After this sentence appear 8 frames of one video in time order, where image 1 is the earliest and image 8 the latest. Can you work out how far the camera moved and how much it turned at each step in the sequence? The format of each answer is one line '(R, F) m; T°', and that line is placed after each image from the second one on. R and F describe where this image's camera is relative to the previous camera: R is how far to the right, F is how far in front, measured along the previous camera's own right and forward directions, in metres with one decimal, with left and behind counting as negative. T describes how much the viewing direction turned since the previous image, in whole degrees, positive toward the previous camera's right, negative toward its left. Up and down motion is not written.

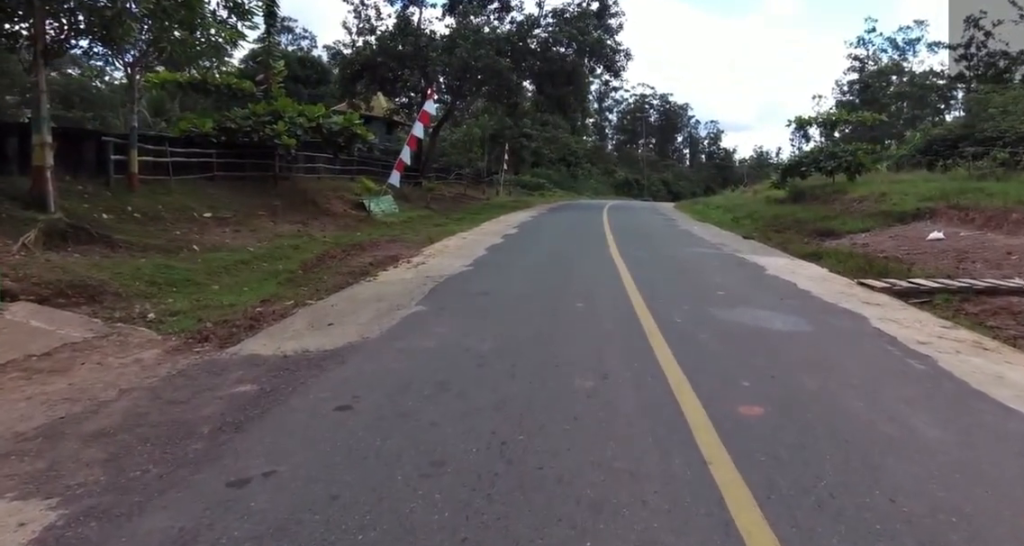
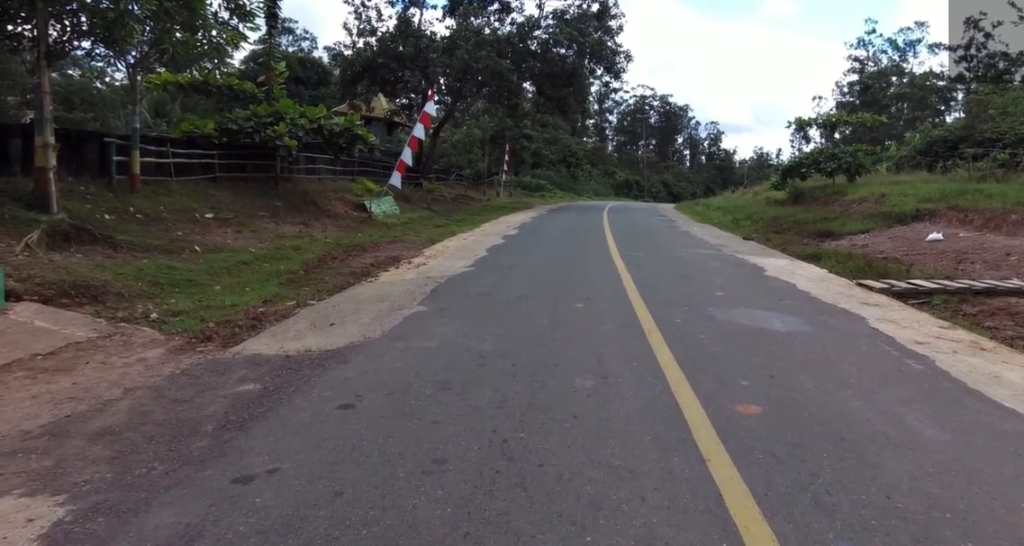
(0.0, 0.0) m; 0°
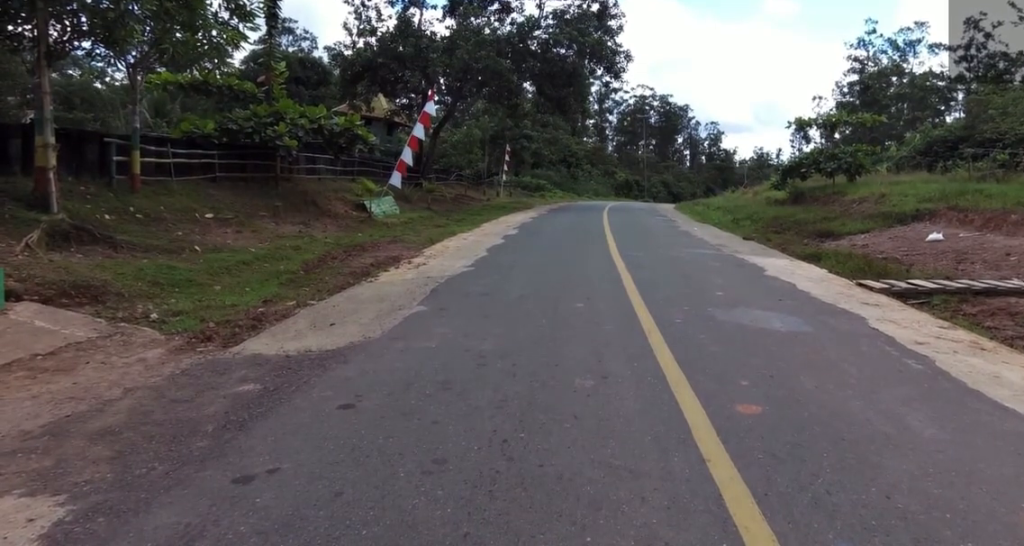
(0.0, 0.0) m; 0°
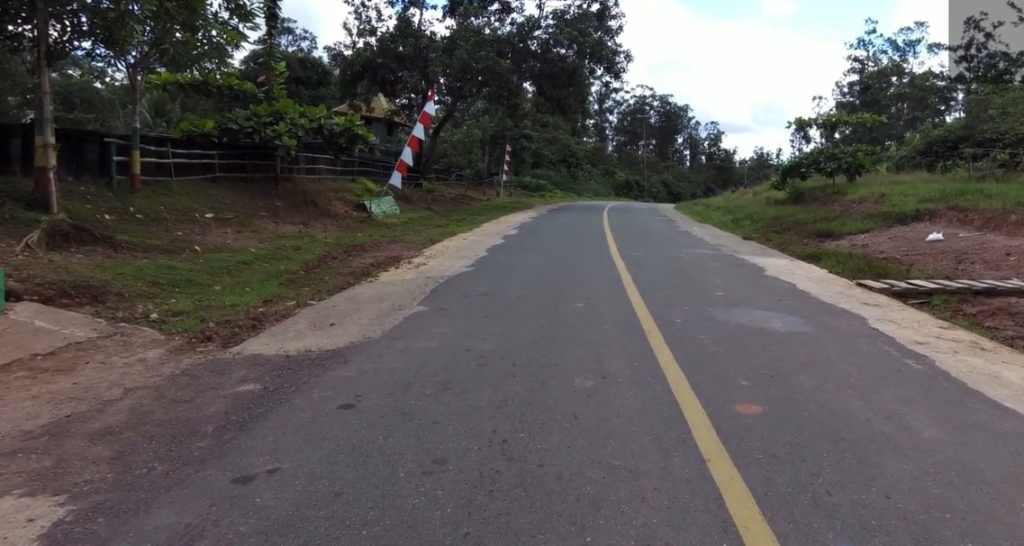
(0.0, 0.0) m; 0°
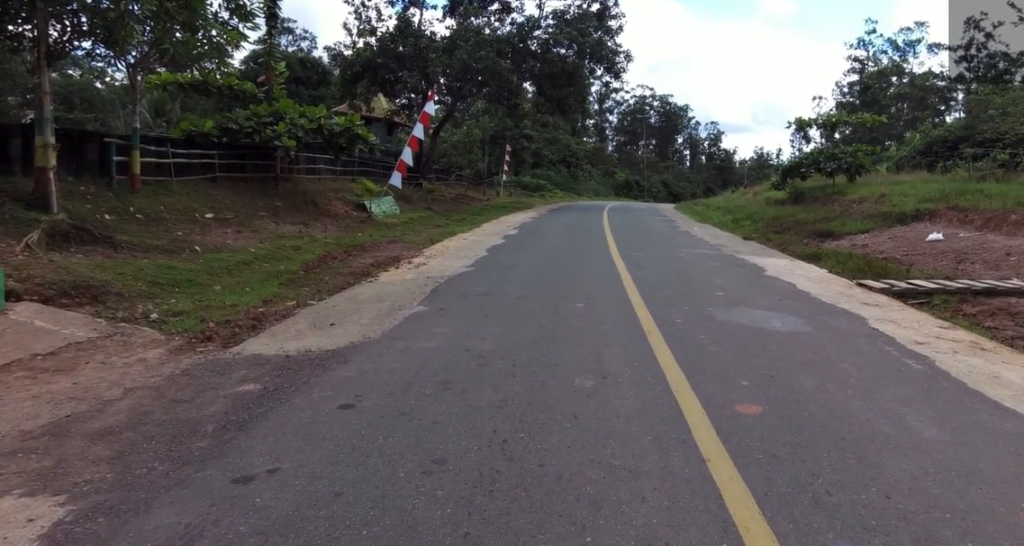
(0.0, 0.0) m; 0°
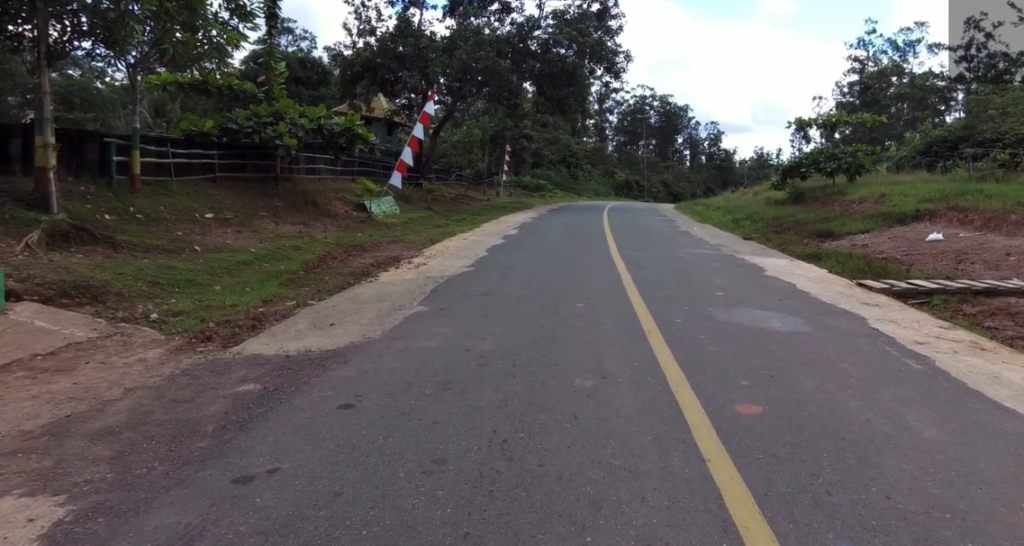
(0.0, 0.0) m; 0°
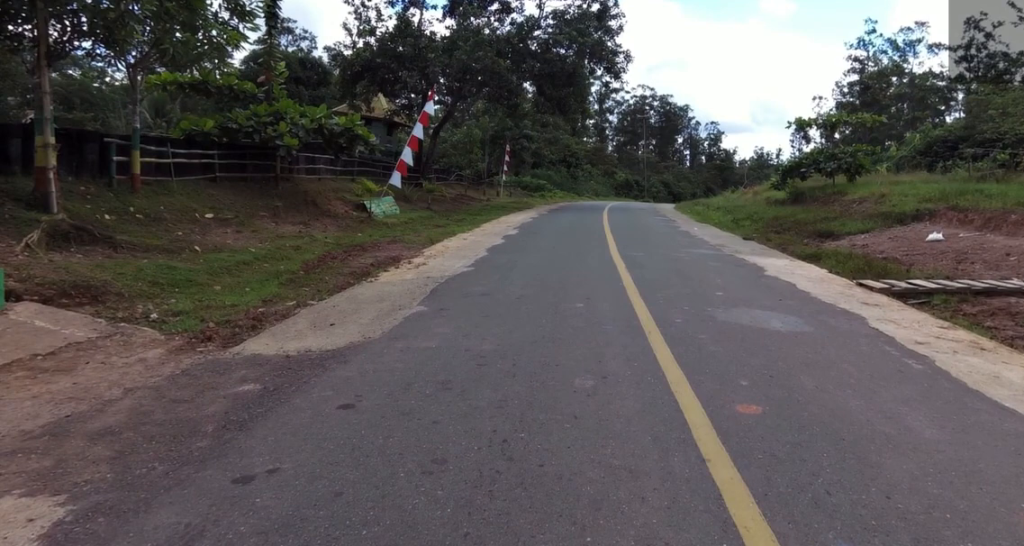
(0.0, 0.0) m; 0°
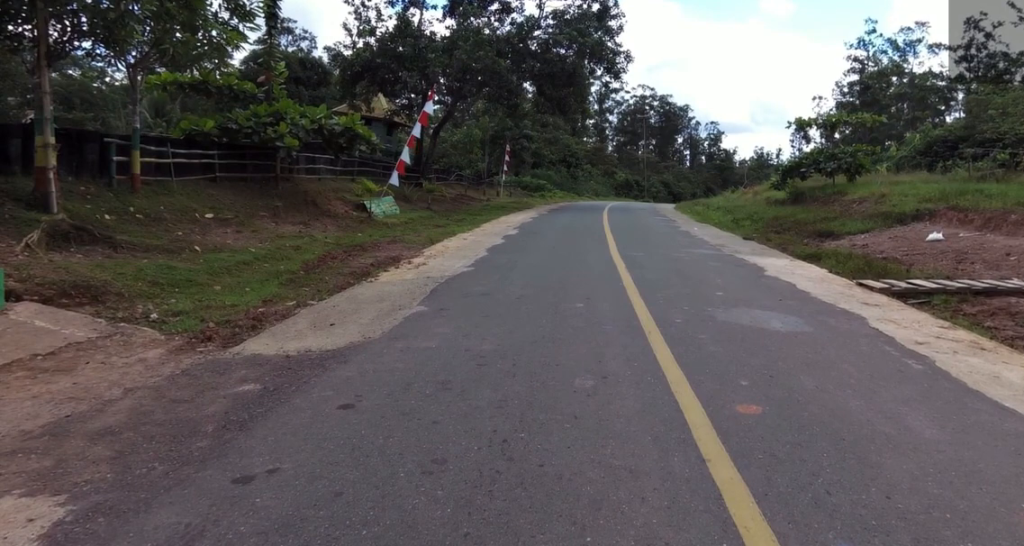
(0.0, 0.0) m; 0°
